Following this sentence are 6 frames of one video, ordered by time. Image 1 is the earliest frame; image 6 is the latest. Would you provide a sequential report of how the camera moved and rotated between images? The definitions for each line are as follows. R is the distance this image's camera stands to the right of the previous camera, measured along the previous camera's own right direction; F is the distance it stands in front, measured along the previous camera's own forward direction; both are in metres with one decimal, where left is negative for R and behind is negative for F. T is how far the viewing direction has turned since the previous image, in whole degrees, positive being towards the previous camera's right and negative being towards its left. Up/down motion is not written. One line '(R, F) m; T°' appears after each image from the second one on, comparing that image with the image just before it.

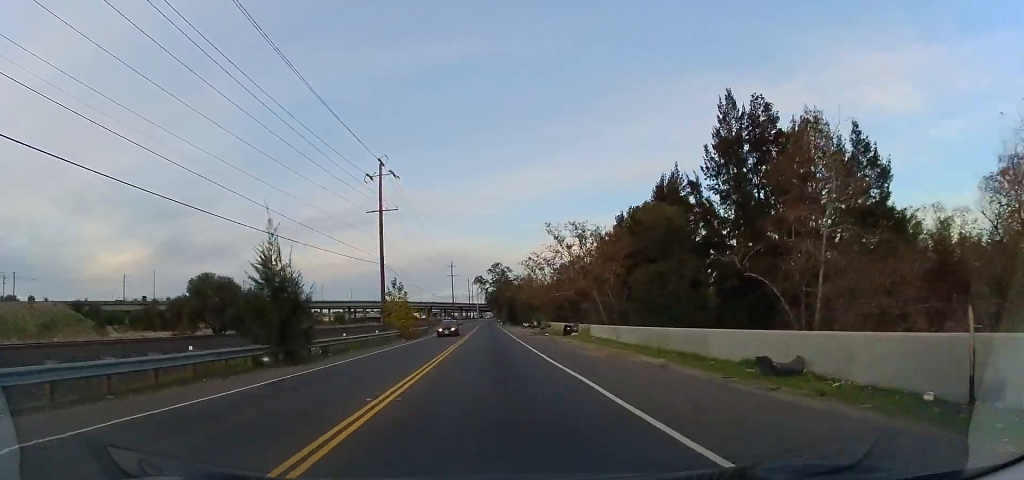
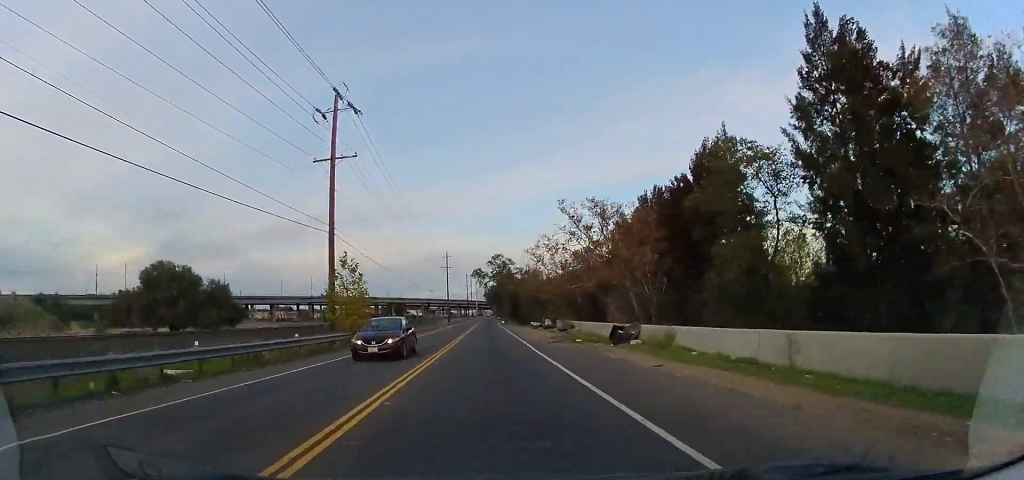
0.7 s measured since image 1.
(0.0, +15.4) m; 0°
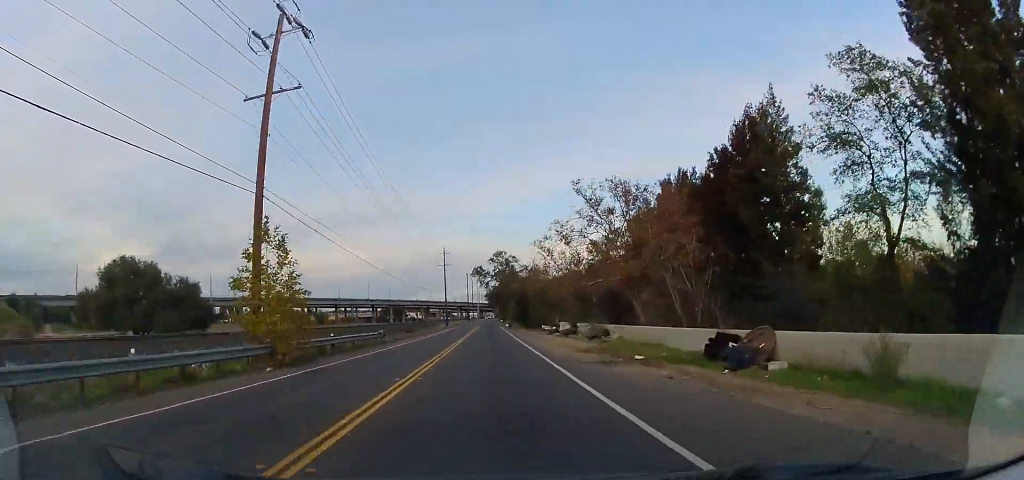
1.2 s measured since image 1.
(0.0, +11.1) m; 0°
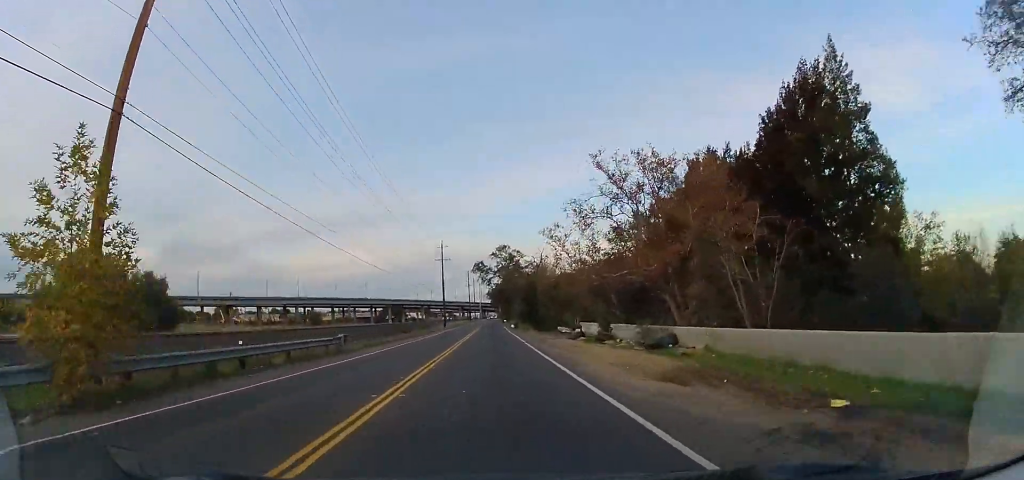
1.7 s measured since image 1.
(0.0, +10.3) m; 0°
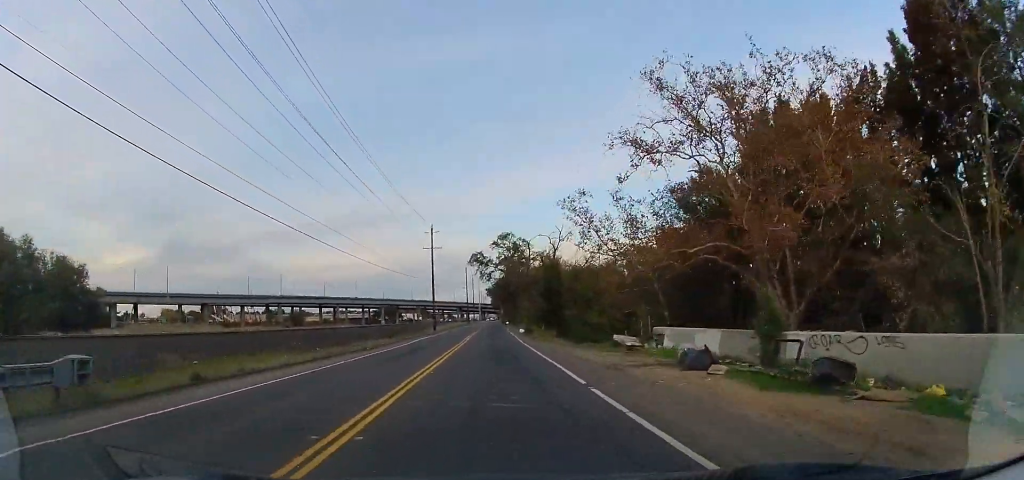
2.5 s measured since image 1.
(0.0, +18.2) m; 0°
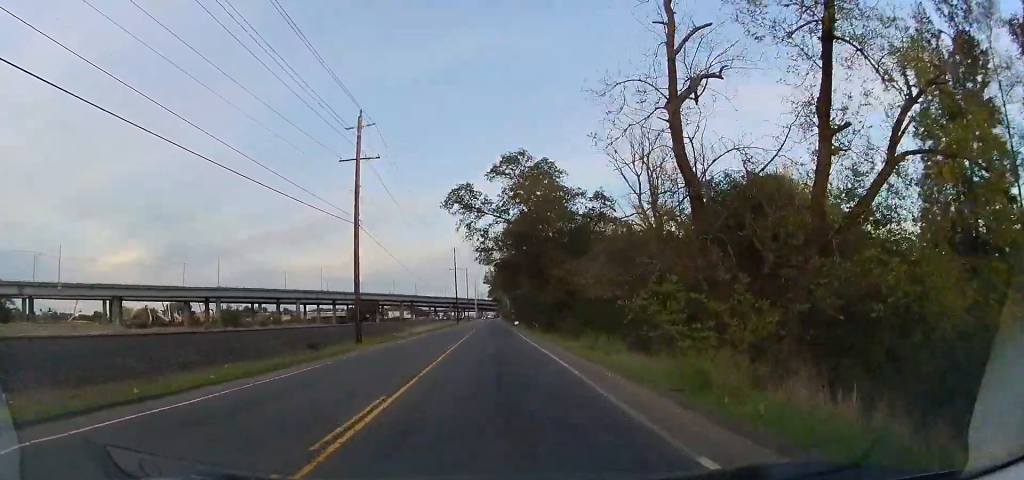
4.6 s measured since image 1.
(-0.5, +45.3) m; 0°
